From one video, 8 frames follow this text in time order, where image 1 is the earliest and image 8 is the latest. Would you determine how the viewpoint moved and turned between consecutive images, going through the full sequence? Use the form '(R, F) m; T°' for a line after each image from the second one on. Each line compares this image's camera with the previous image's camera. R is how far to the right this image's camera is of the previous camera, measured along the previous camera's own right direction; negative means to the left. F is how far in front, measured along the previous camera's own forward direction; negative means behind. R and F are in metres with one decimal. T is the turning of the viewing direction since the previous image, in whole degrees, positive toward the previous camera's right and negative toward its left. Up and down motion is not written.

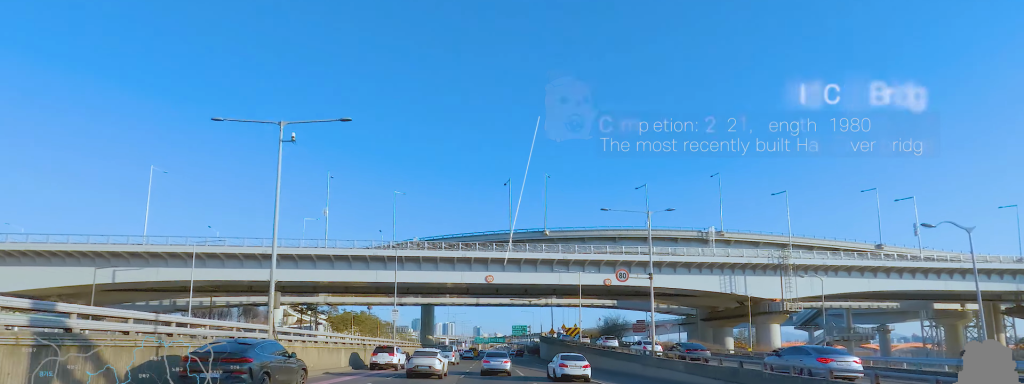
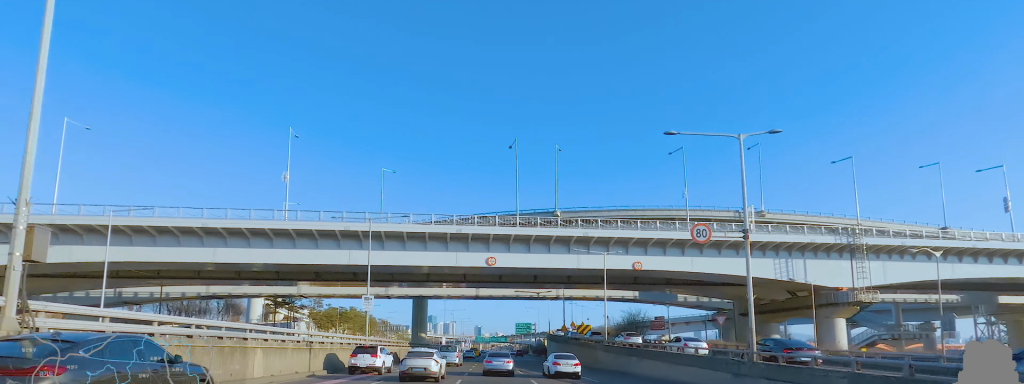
(0.0, +13.3) m; +1°
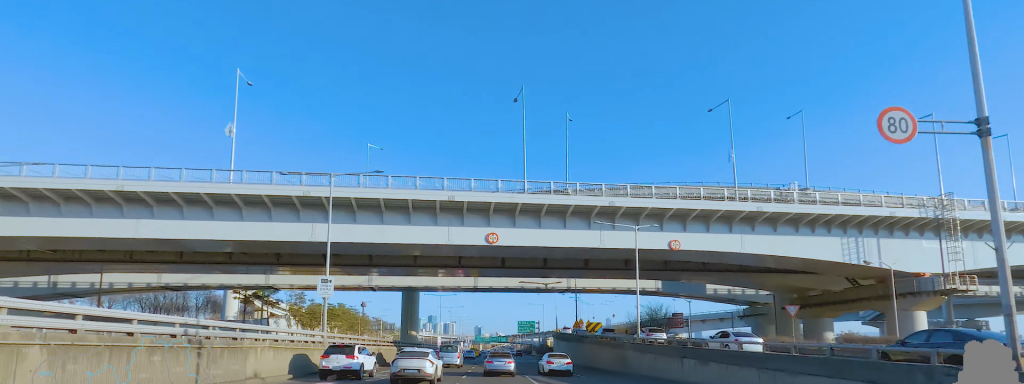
(-0.5, +11.1) m; +1°
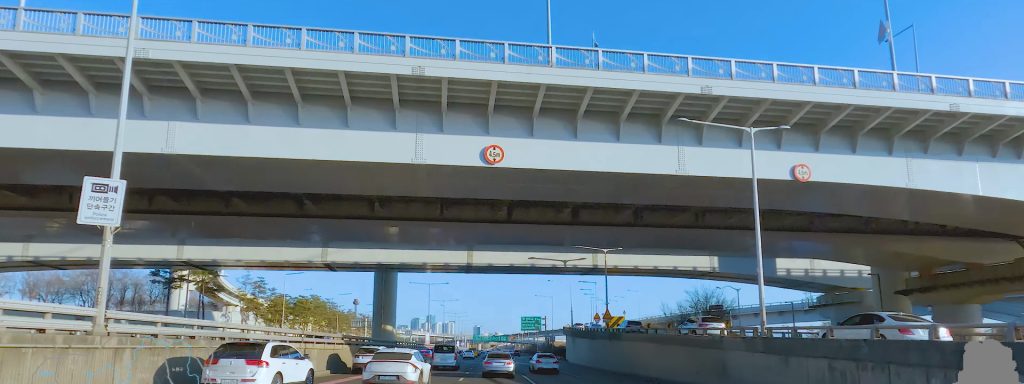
(+1.1, +18.3) m; 0°
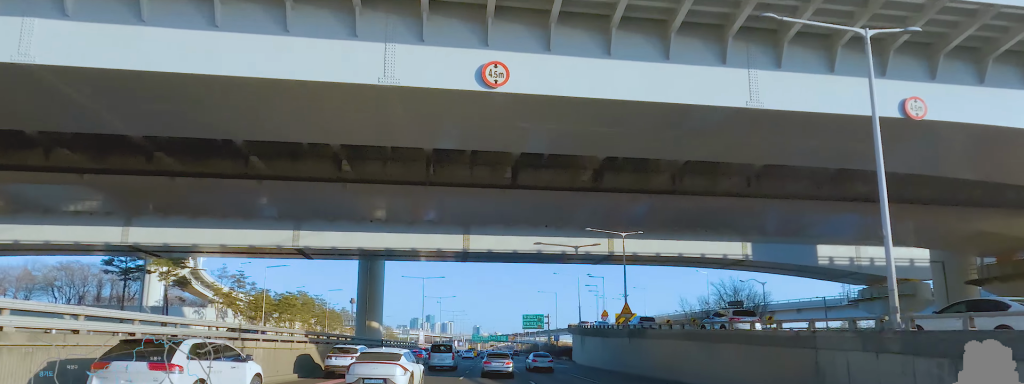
(-0.5, +7.1) m; 0°
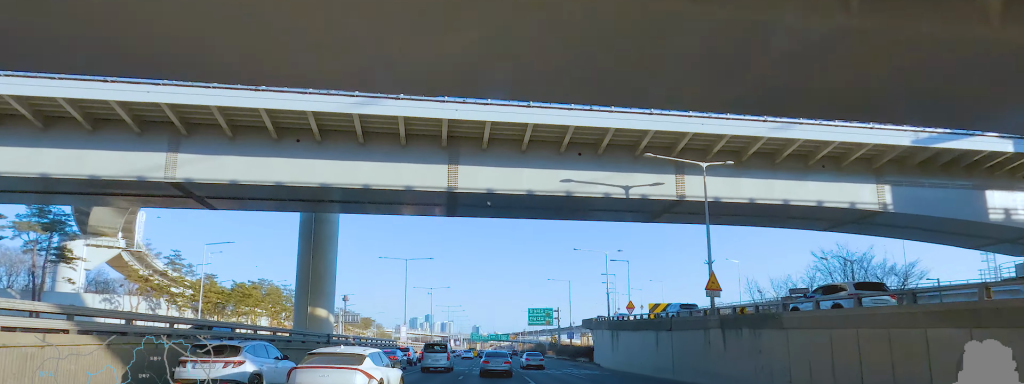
(-0.2, +16.6) m; +1°
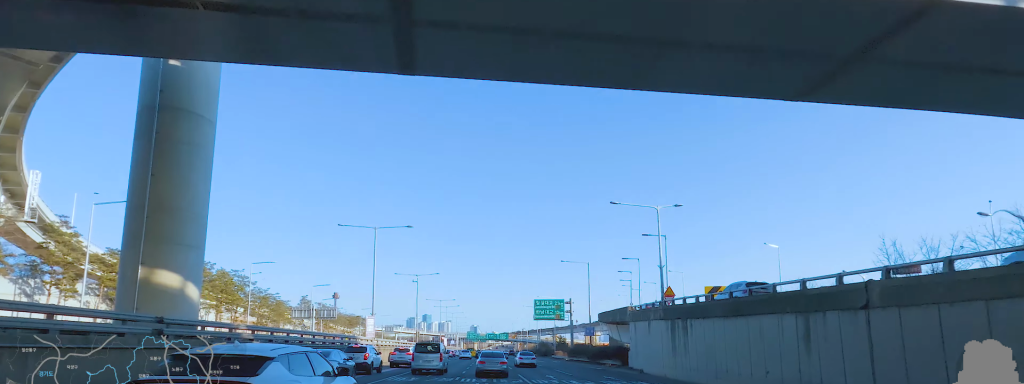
(+0.6, +16.5) m; 0°
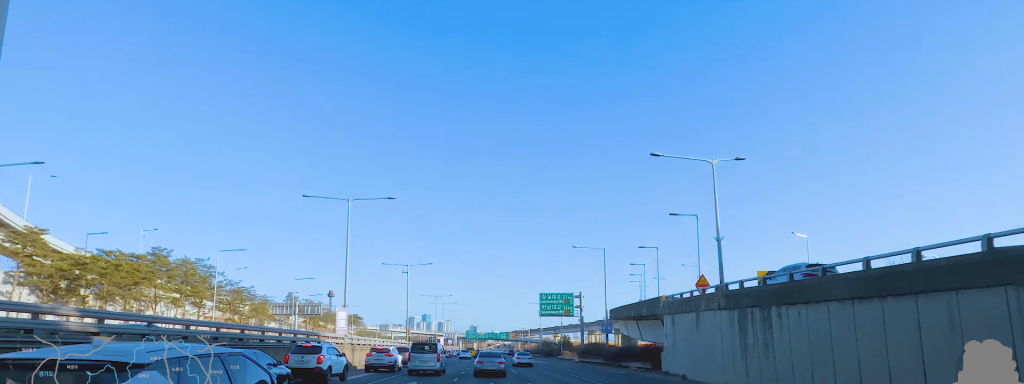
(0.0, +8.7) m; -2°
